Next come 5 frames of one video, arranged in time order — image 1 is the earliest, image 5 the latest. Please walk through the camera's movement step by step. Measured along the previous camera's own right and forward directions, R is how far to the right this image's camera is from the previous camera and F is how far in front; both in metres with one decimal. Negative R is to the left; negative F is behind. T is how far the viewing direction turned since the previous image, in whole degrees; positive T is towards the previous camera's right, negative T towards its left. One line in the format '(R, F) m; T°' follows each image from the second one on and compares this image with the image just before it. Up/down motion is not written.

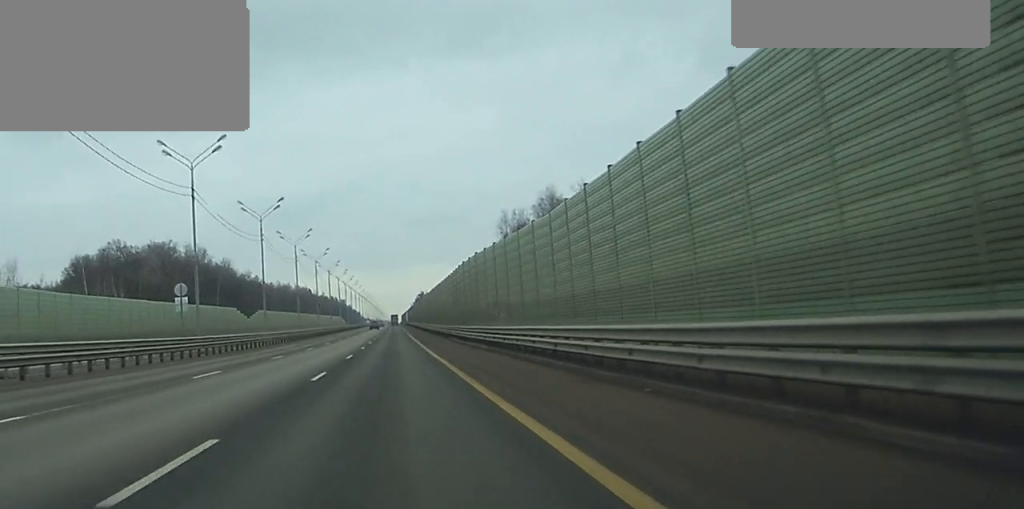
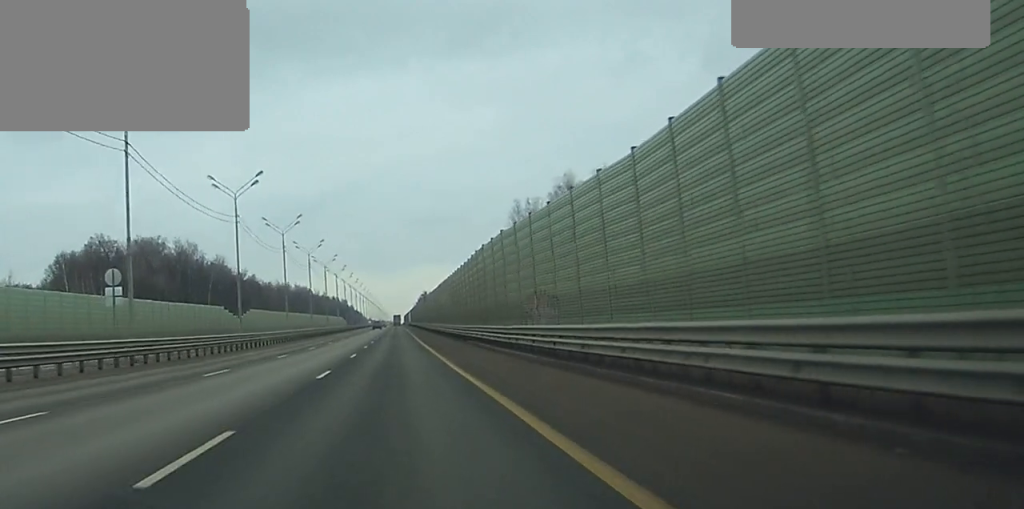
(0.0, +15.0) m; 0°
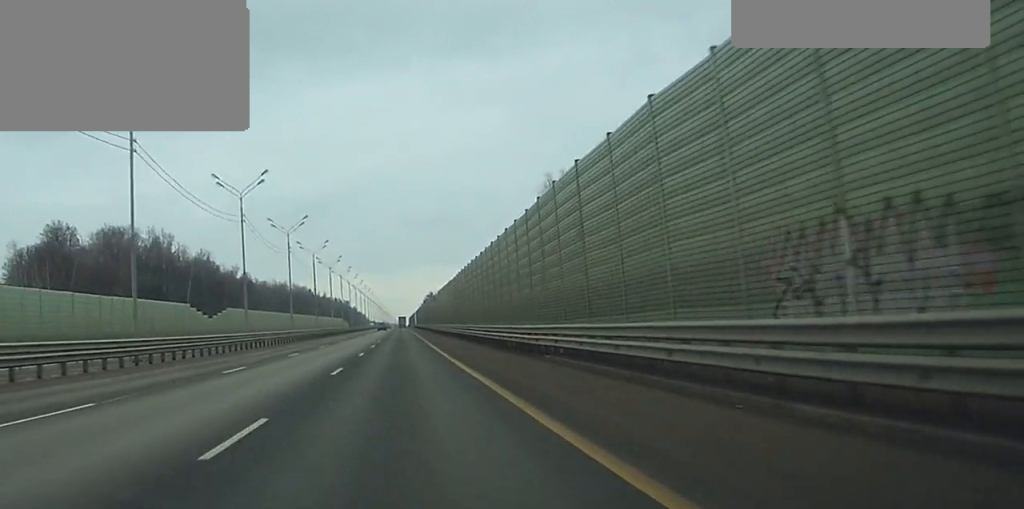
(-0.2, +30.0) m; 0°
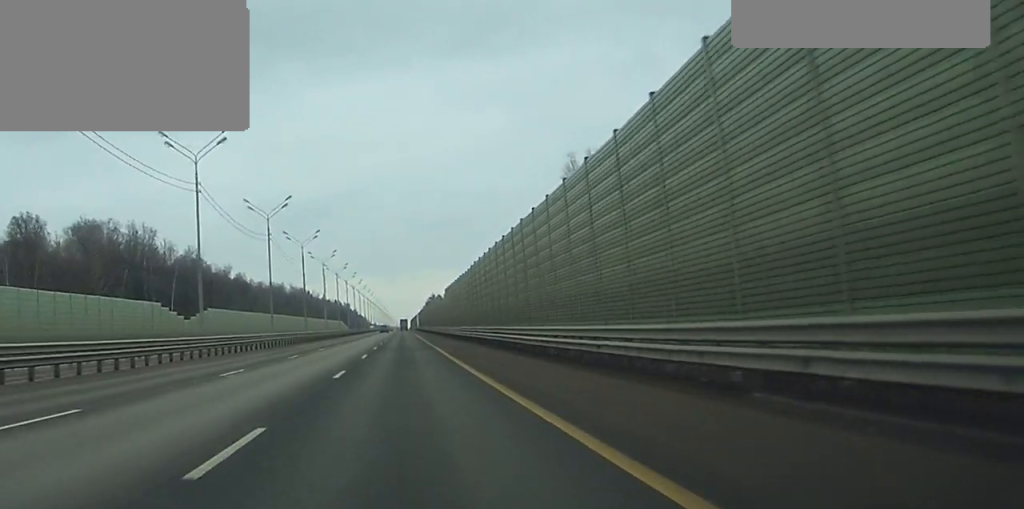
(+0.1, +16.9) m; 0°
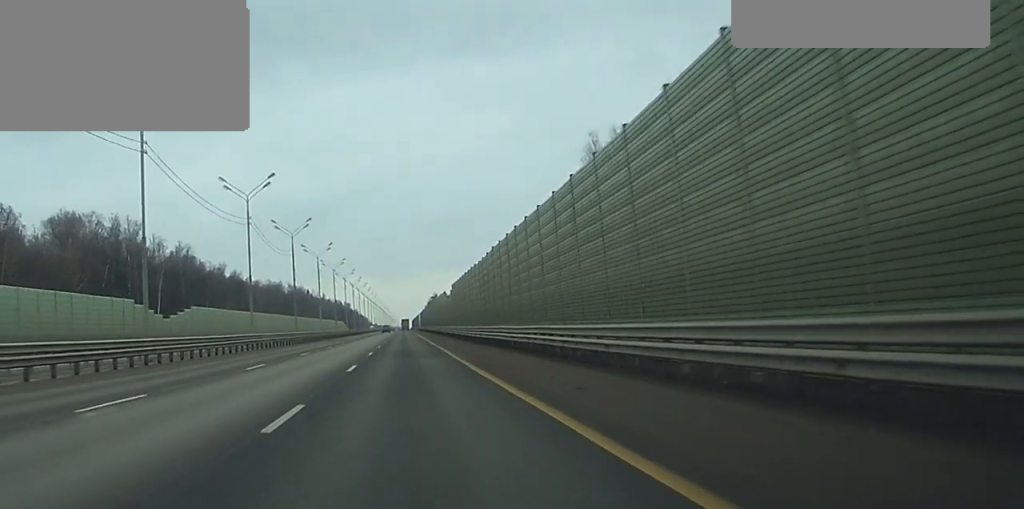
(0.0, +12.5) m; 0°
